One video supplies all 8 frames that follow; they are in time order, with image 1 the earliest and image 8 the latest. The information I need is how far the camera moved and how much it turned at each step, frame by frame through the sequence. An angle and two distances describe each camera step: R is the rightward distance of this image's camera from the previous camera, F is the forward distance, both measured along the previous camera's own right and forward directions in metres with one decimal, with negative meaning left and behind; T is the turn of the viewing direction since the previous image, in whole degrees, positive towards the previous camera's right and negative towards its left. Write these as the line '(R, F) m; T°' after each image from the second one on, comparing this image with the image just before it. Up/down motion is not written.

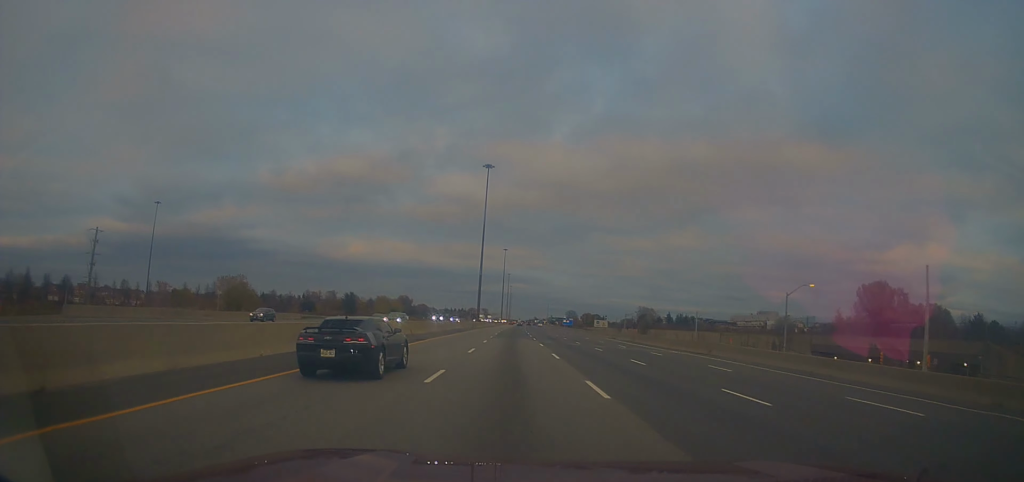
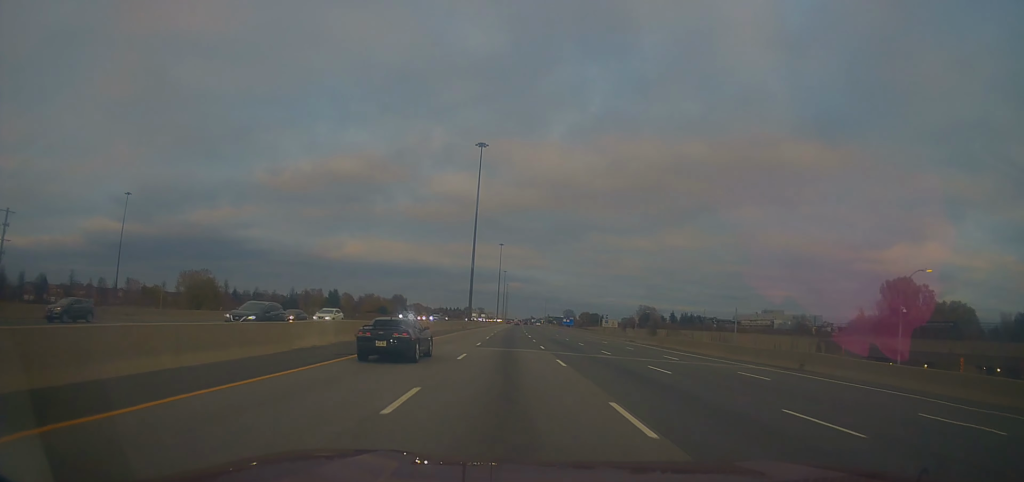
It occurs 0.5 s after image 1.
(+0.1, +15.8) m; 0°
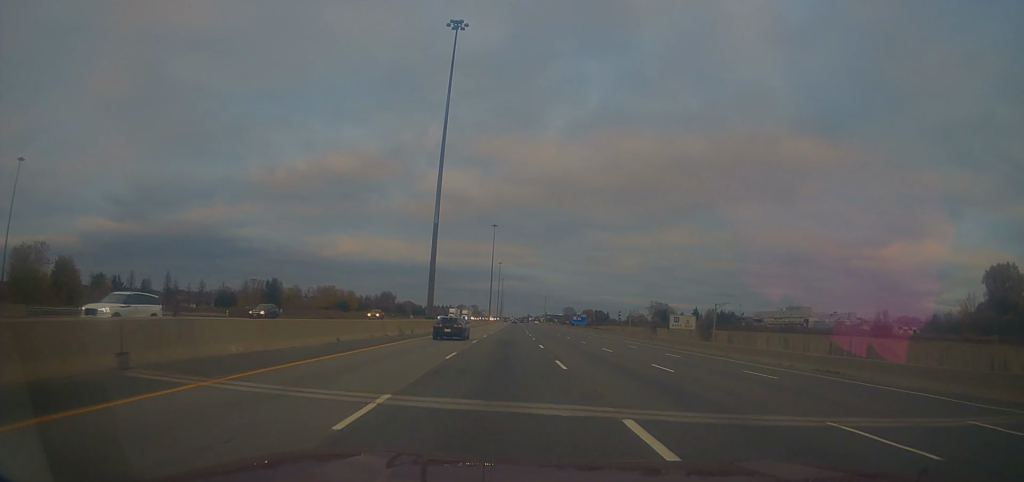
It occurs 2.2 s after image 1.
(0.0, +49.3) m; 0°
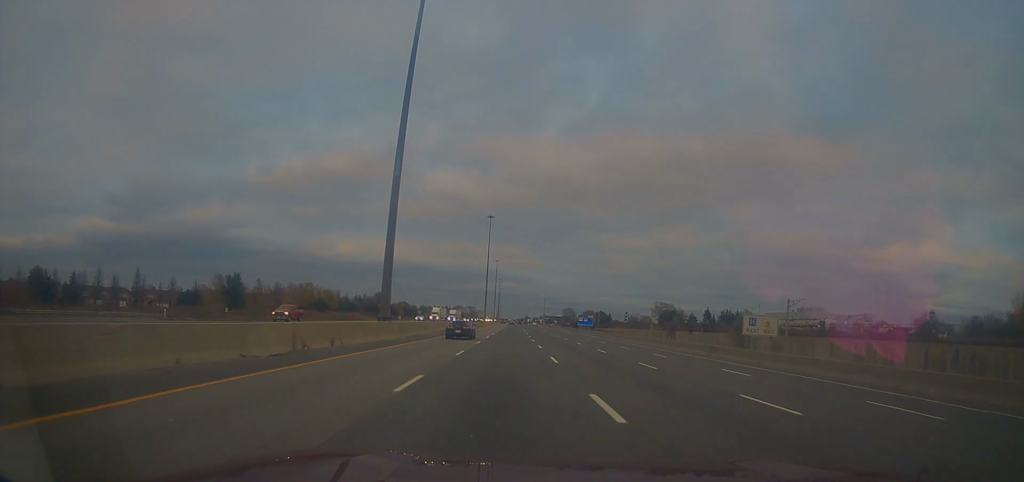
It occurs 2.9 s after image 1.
(0.0, +20.7) m; 0°
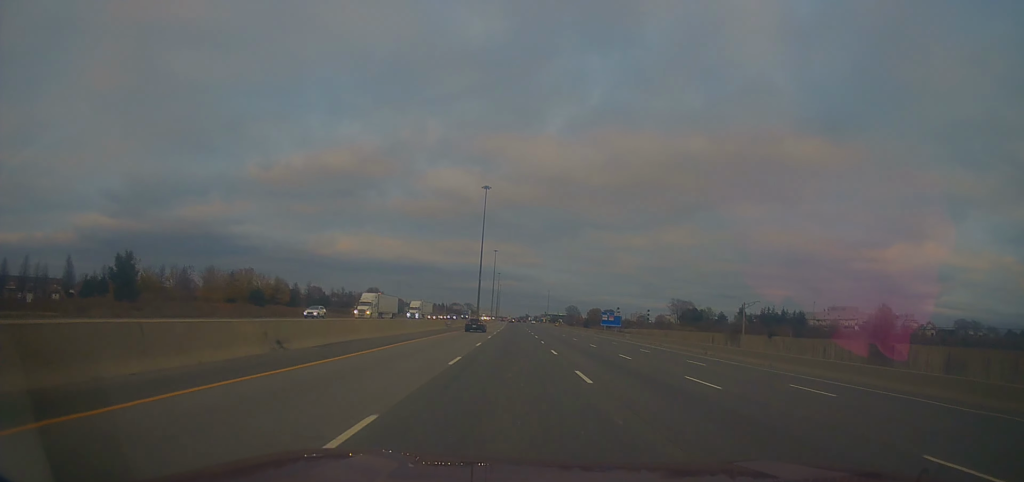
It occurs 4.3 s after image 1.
(+0.1, +41.4) m; 0°
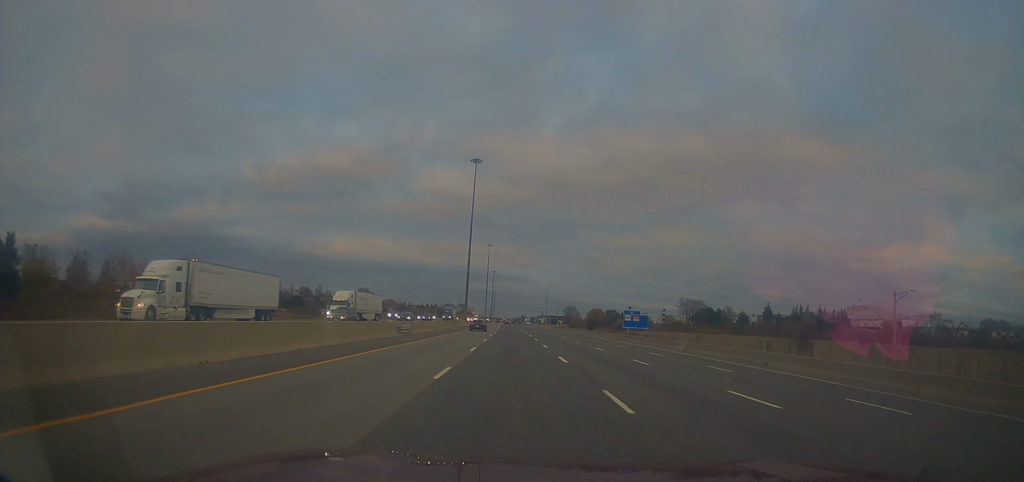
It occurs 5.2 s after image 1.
(-0.1, +27.6) m; 0°
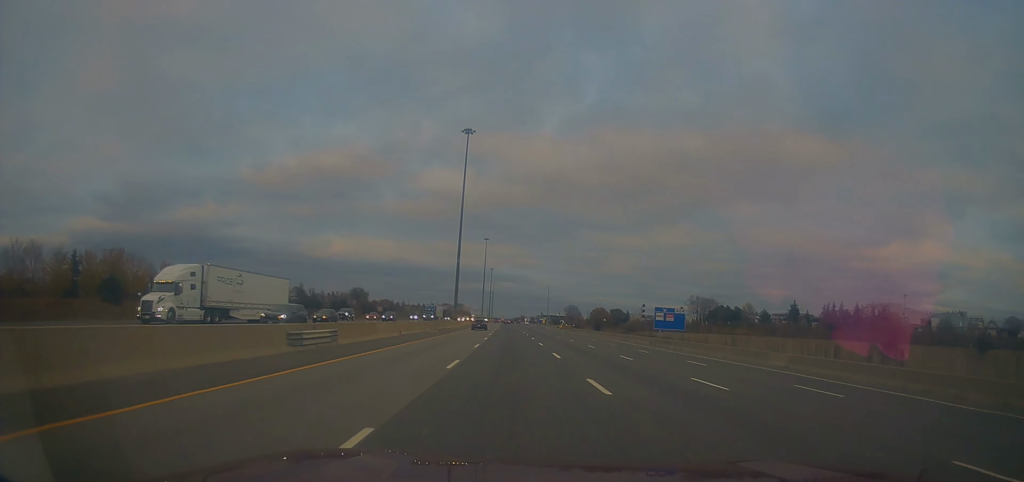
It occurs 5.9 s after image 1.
(+0.1, +20.7) m; +1°
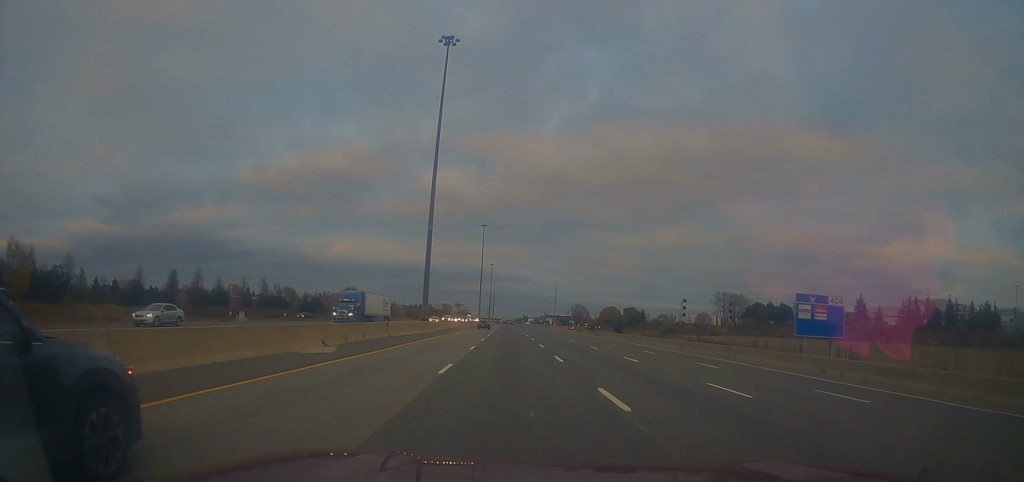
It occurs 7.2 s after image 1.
(+0.5, +37.4) m; 0°
